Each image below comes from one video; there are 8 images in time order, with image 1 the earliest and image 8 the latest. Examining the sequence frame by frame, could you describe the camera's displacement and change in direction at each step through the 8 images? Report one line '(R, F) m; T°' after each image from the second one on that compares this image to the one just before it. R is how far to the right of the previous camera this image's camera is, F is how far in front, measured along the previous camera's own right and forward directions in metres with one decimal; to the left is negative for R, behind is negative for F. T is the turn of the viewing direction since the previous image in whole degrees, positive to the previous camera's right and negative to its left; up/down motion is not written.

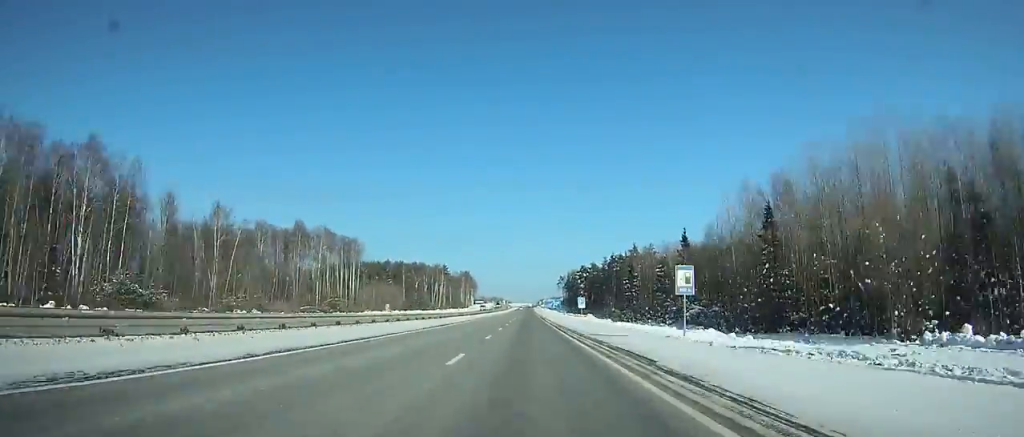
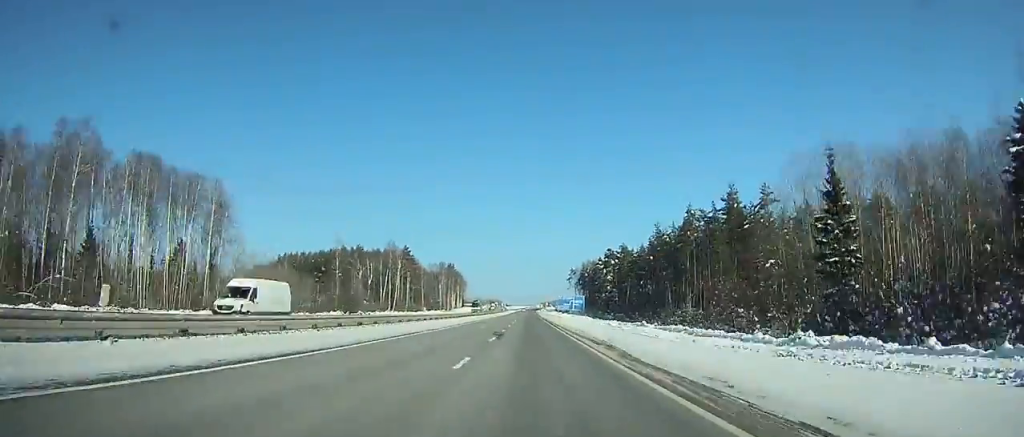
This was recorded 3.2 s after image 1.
(-0.3, +96.8) m; 0°
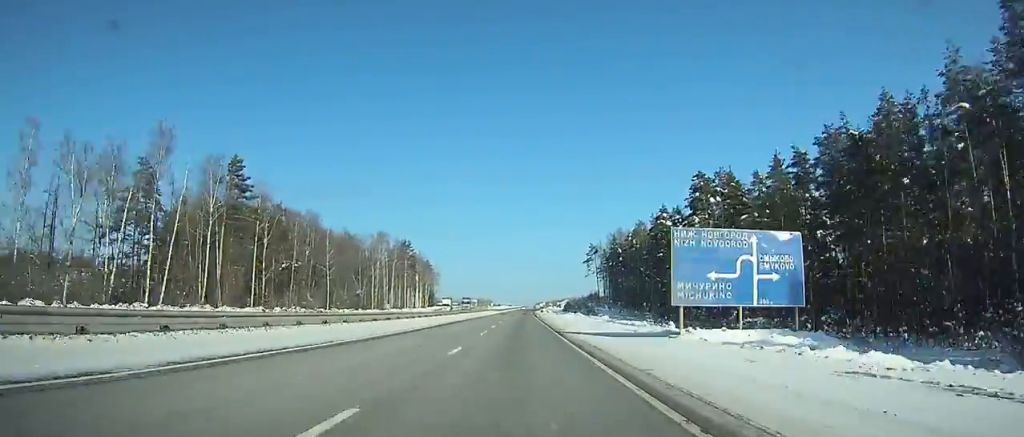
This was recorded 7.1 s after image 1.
(+0.6, +116.1) m; 0°
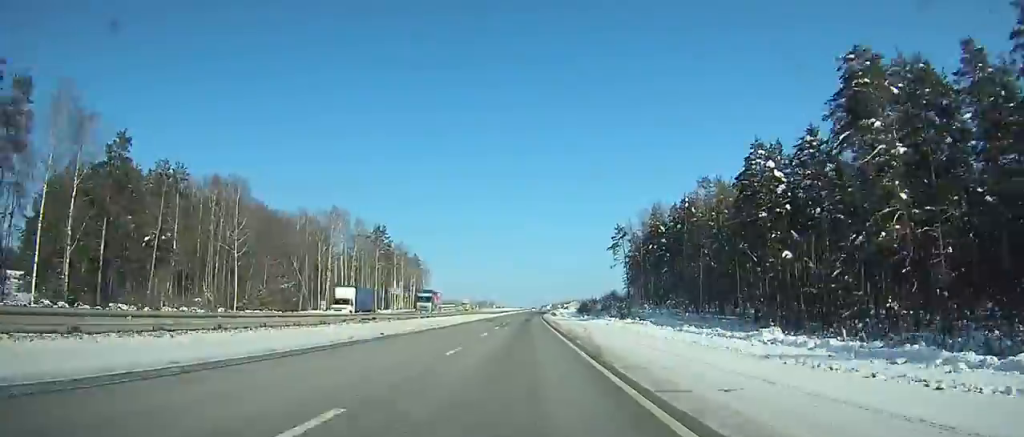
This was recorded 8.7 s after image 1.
(0.0, +47.1) m; 0°
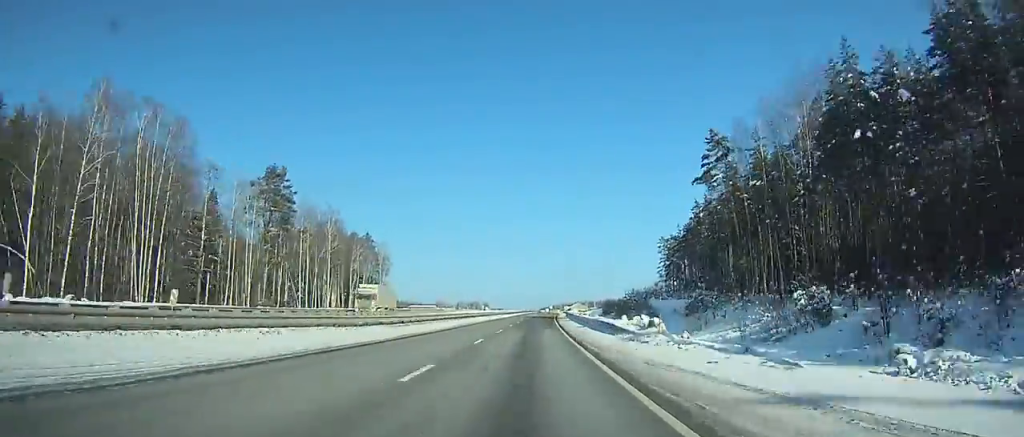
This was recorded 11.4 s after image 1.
(+0.1, +77.8) m; +1°
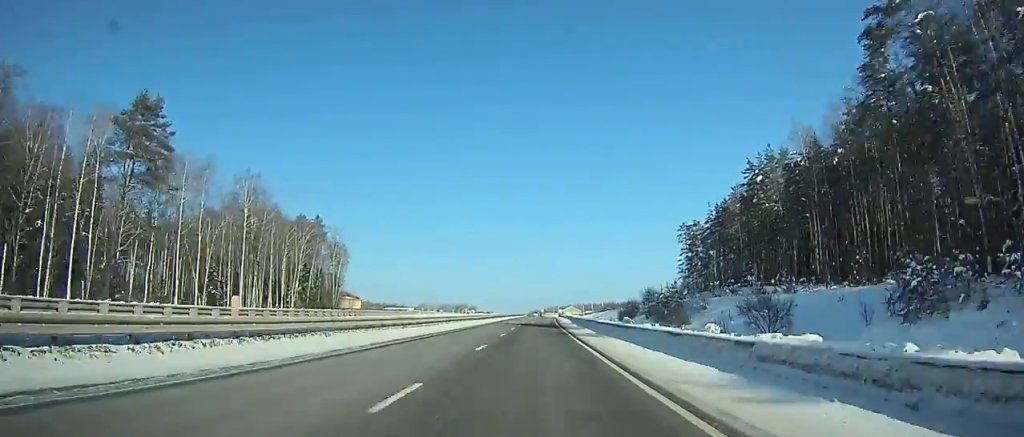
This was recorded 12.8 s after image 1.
(+0.5, +39.6) m; +1°
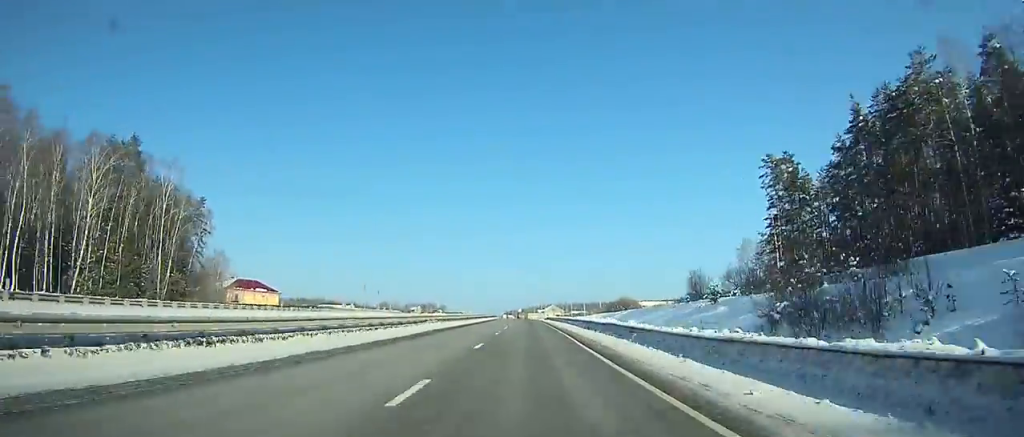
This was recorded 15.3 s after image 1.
(+0.8, +69.8) m; +1°
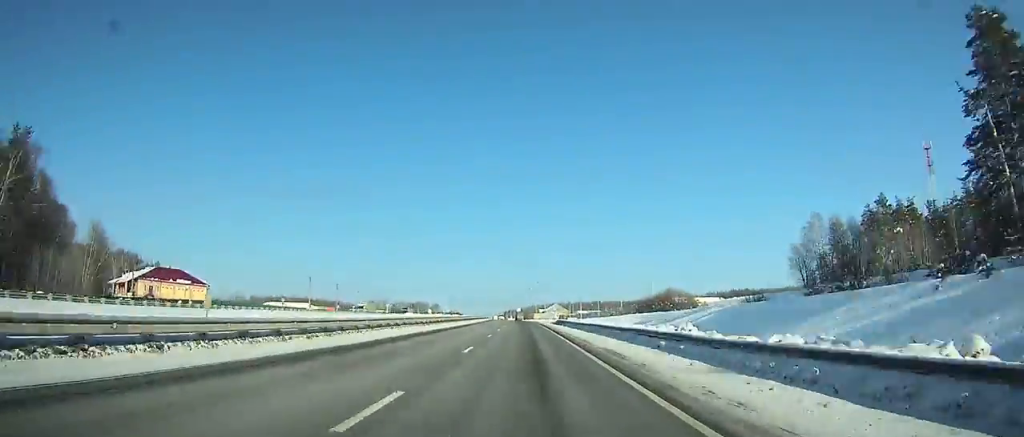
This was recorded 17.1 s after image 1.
(+0.3, +49.1) m; 0°
